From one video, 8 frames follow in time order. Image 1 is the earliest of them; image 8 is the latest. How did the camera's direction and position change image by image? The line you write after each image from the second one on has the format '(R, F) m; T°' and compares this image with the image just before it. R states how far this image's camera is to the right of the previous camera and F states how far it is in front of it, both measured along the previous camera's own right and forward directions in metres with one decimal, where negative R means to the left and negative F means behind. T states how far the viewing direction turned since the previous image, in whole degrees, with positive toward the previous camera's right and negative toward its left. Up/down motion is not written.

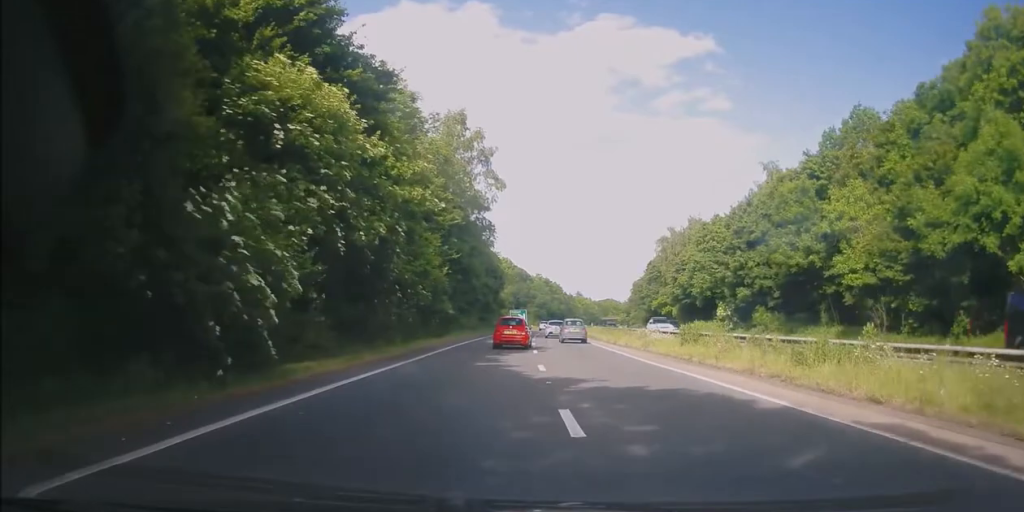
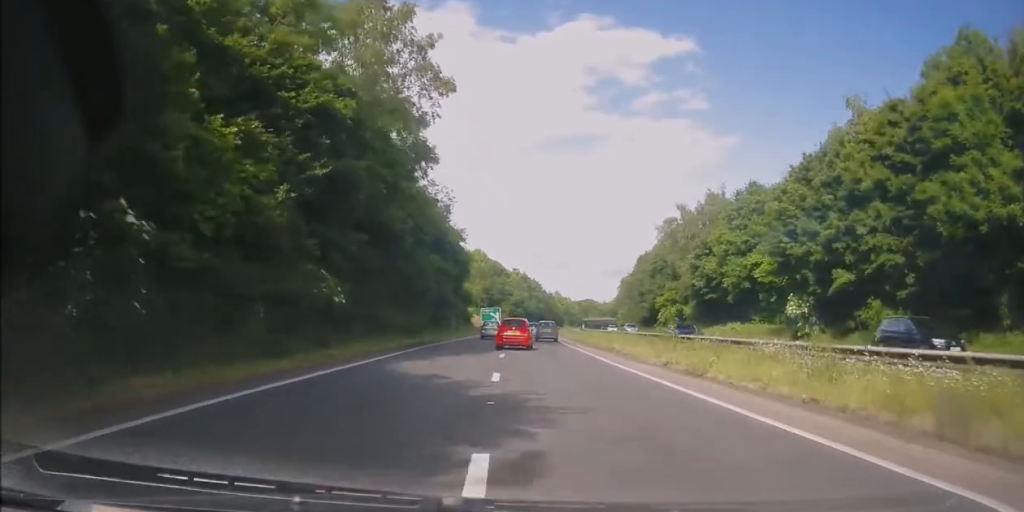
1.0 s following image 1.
(-0.2, +21.6) m; 0°
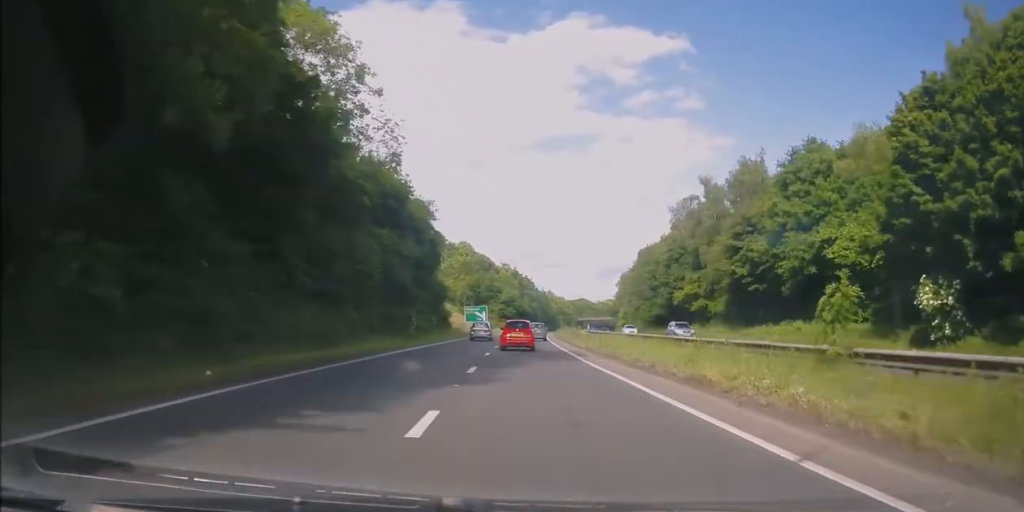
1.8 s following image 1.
(+0.1, +15.6) m; +1°
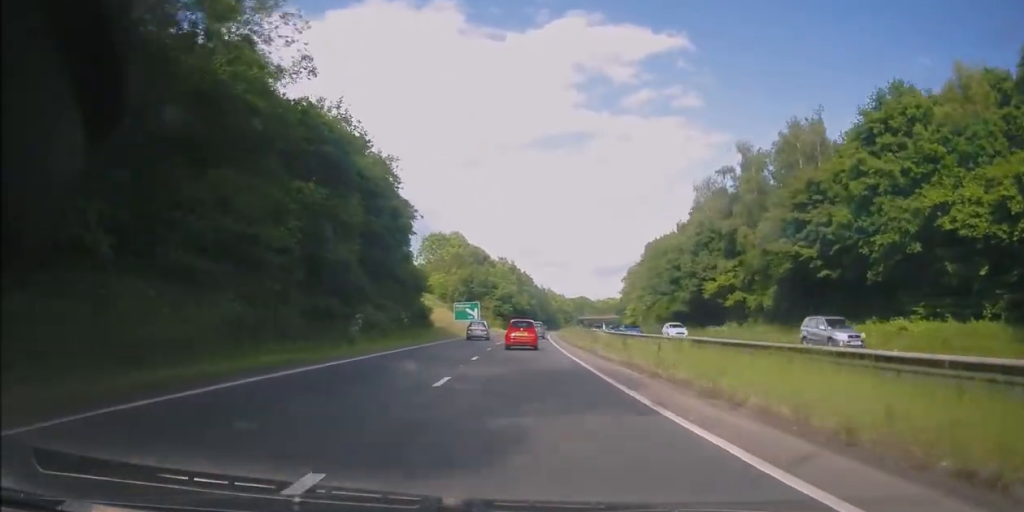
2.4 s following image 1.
(+0.5, +12.9) m; +1°
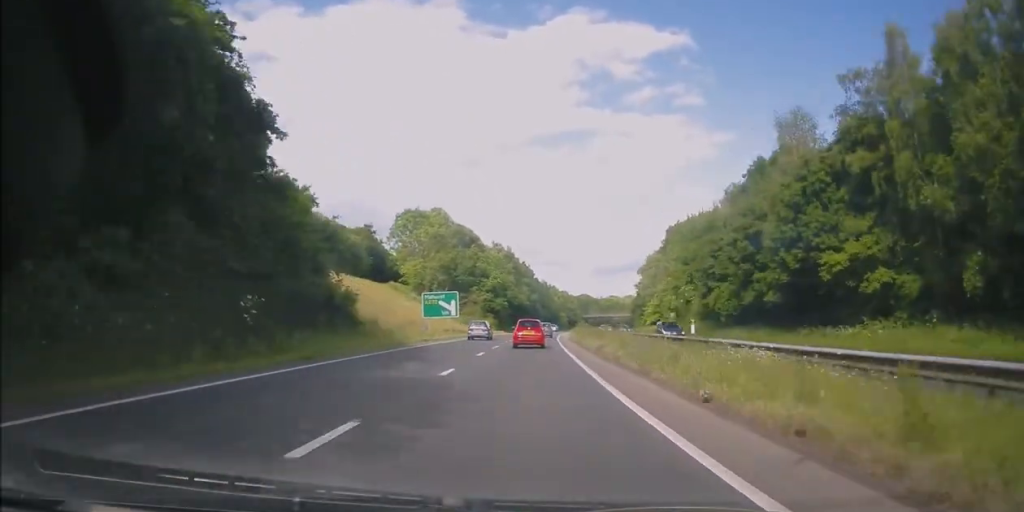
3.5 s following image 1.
(-0.5, +25.3) m; 0°
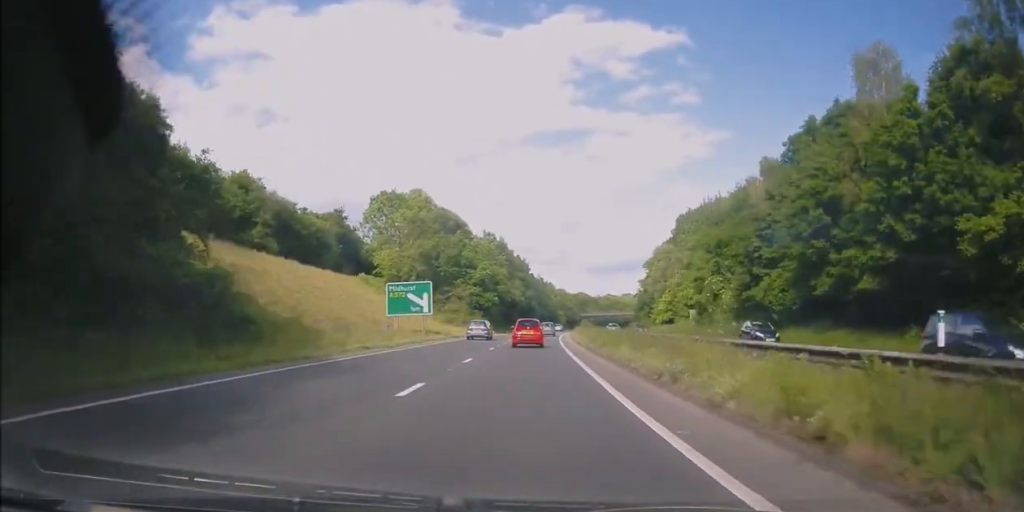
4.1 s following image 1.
(+0.2, +13.6) m; +1°
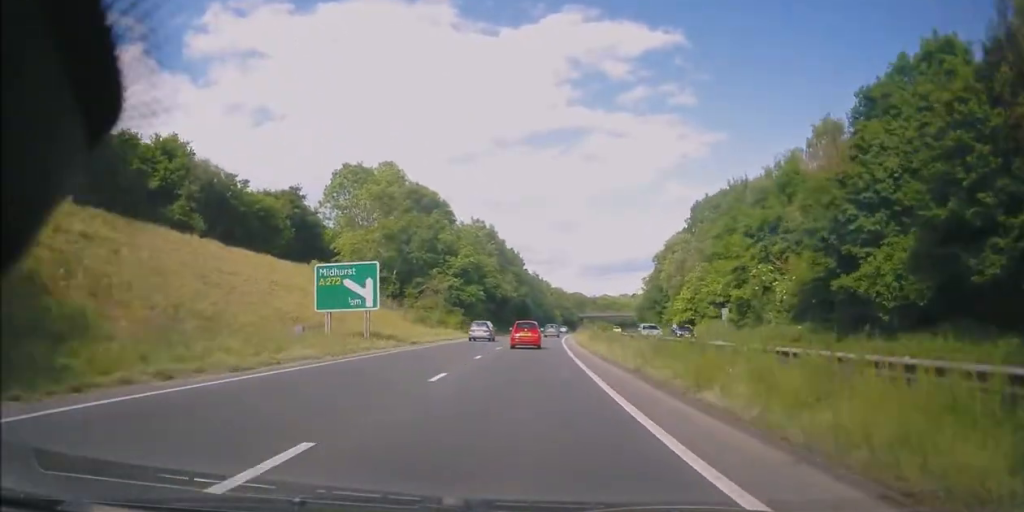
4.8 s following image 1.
(+0.1, +15.3) m; +1°
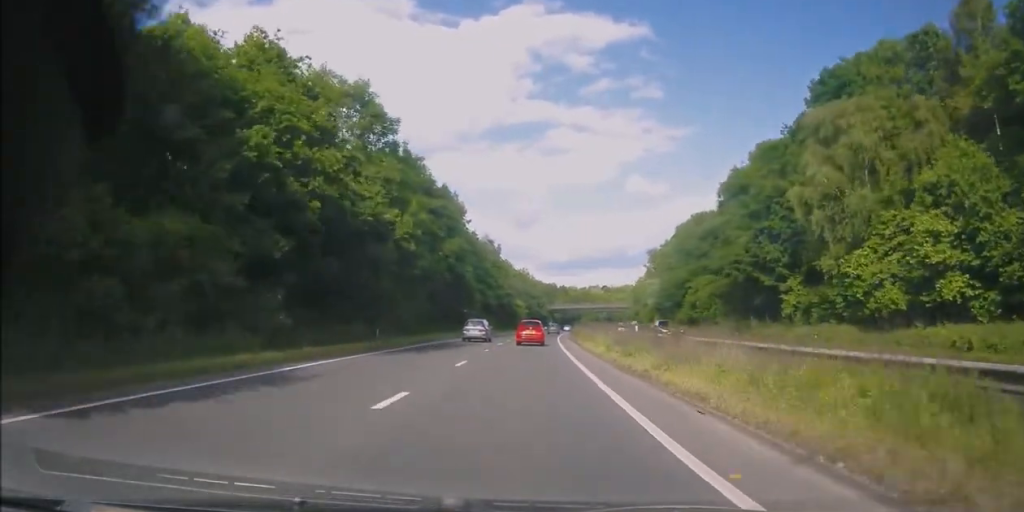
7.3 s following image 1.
(+1.9, +59.5) m; +4°
